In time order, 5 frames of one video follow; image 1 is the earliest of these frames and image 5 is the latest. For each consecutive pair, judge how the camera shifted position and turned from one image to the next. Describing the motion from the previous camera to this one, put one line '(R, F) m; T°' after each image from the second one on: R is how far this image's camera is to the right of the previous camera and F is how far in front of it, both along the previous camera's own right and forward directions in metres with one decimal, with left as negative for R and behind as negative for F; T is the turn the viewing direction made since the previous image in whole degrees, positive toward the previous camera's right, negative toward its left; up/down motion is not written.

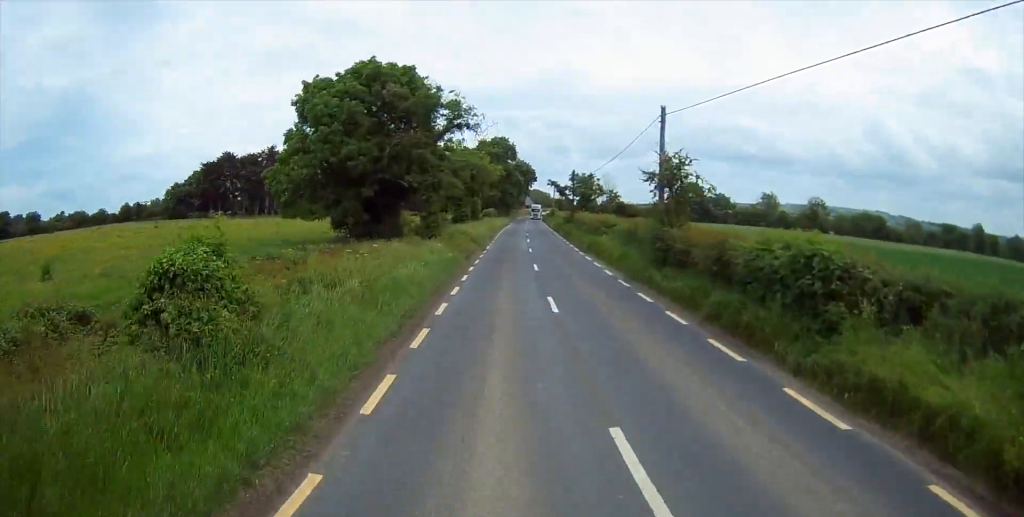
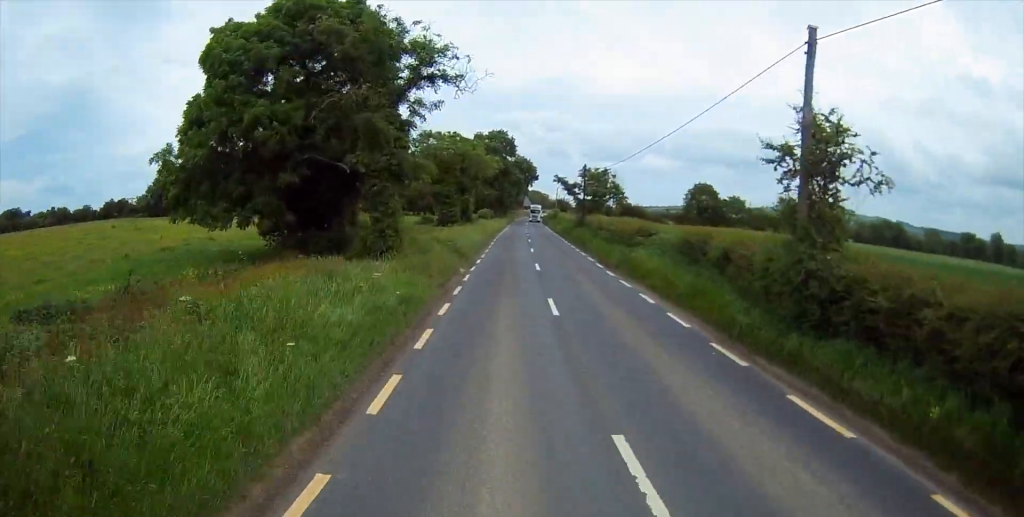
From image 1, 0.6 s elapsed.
(-0.3, +11.8) m; 0°
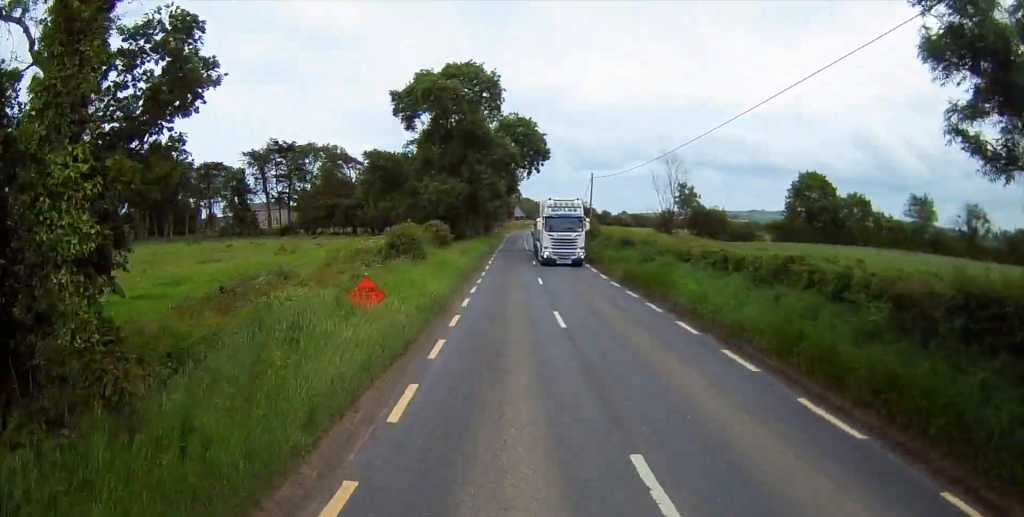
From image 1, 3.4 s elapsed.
(+1.6, +58.7) m; +1°
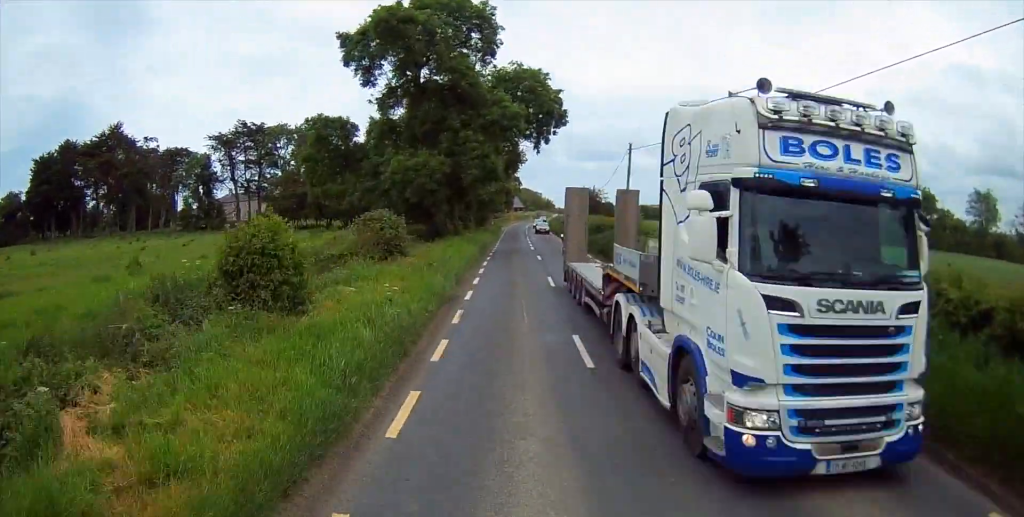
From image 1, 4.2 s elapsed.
(0.0, +16.3) m; 0°
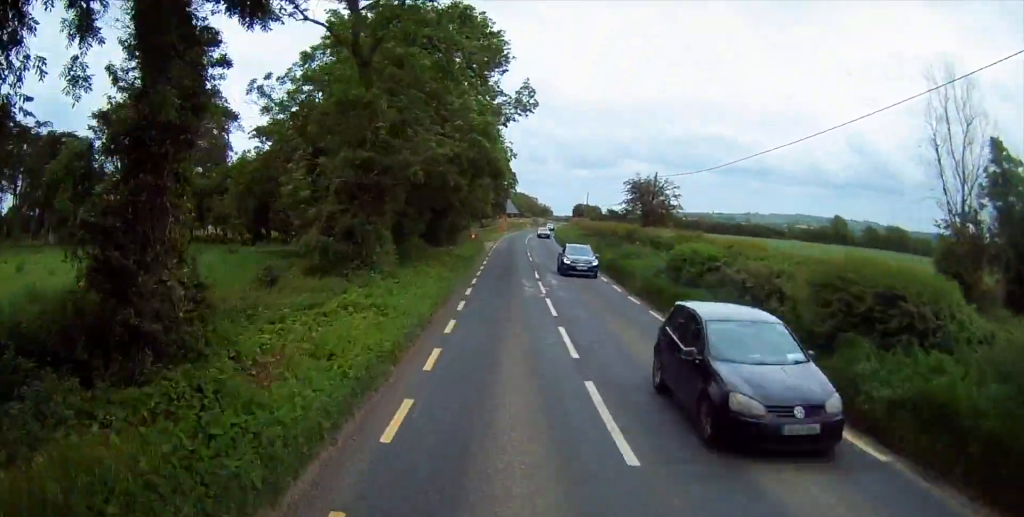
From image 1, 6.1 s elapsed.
(+0.5, +38.6) m; +2°
